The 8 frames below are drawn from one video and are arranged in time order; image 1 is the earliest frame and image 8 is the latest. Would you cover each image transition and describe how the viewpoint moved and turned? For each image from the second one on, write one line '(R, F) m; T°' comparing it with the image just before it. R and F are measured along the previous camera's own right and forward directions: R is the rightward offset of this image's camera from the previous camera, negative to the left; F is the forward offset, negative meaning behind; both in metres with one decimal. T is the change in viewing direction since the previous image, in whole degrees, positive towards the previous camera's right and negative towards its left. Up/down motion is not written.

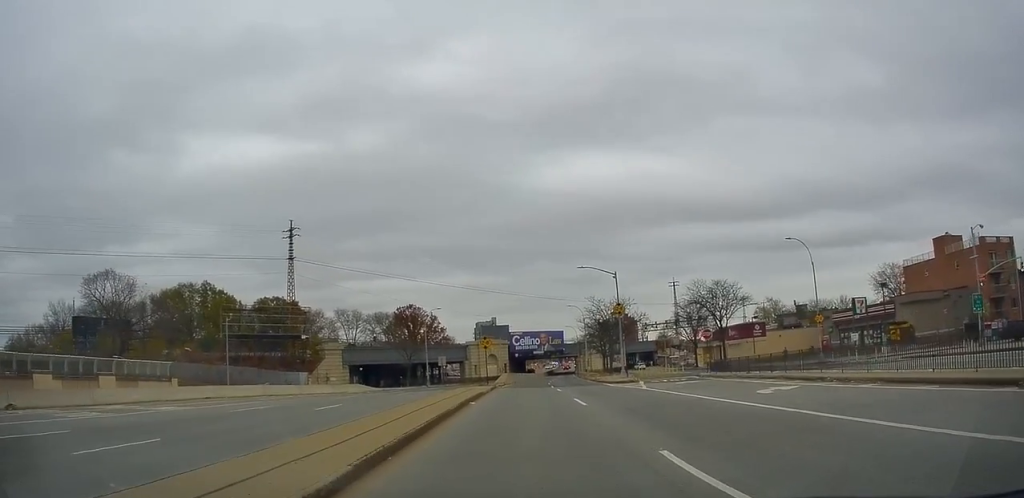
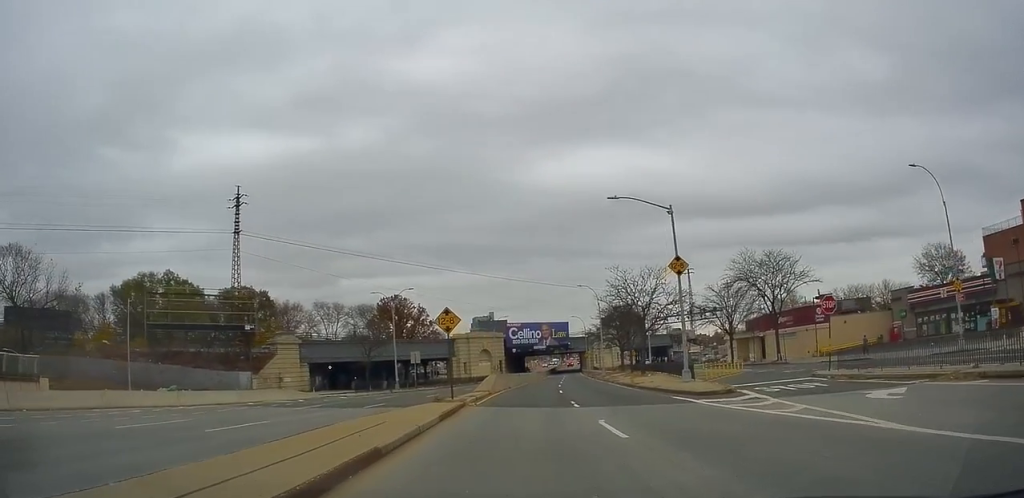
(-0.1, +19.9) m; -1°
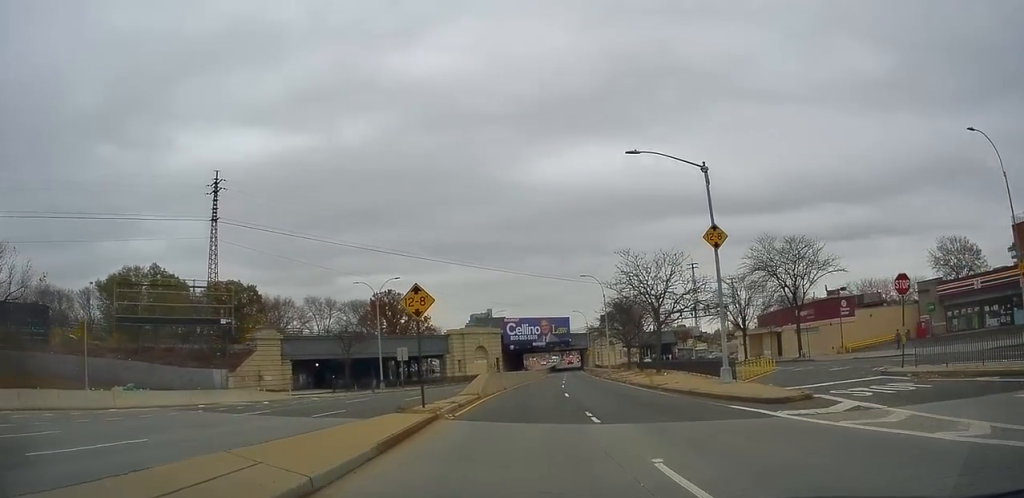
(-0.1, +6.1) m; 0°
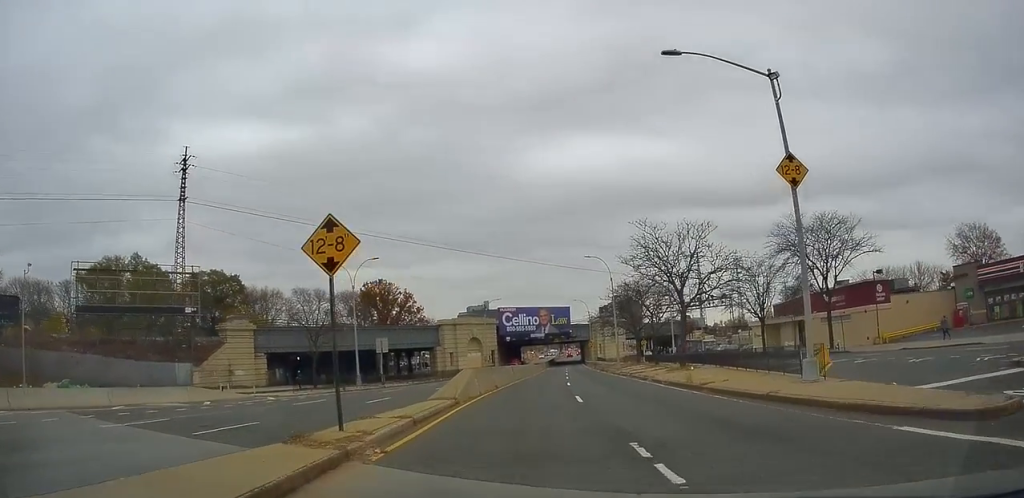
(+0.1, +7.4) m; 0°
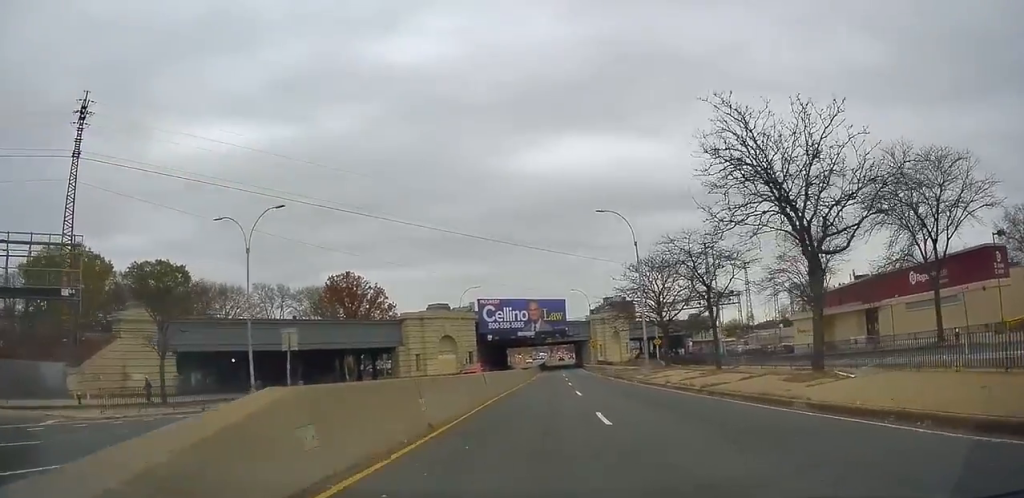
(0.0, +18.0) m; +2°
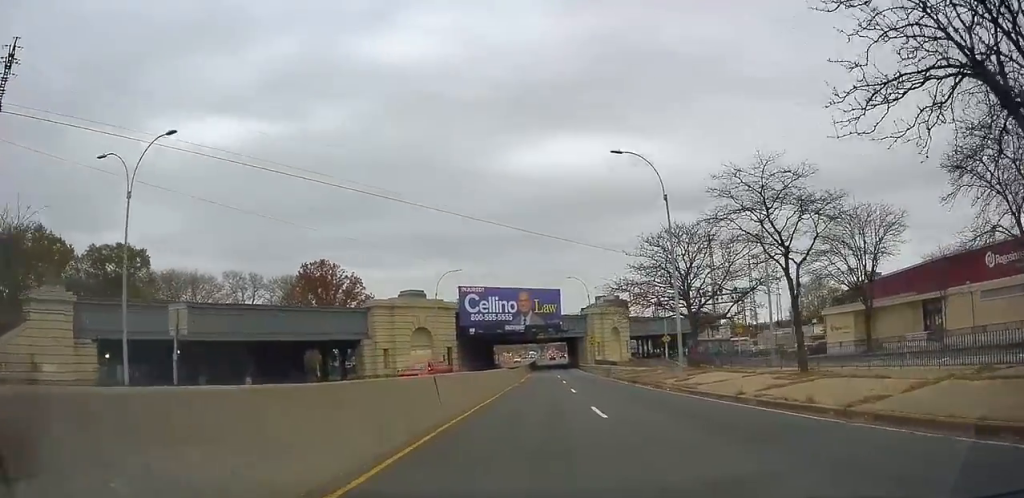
(+0.4, +10.7) m; 0°
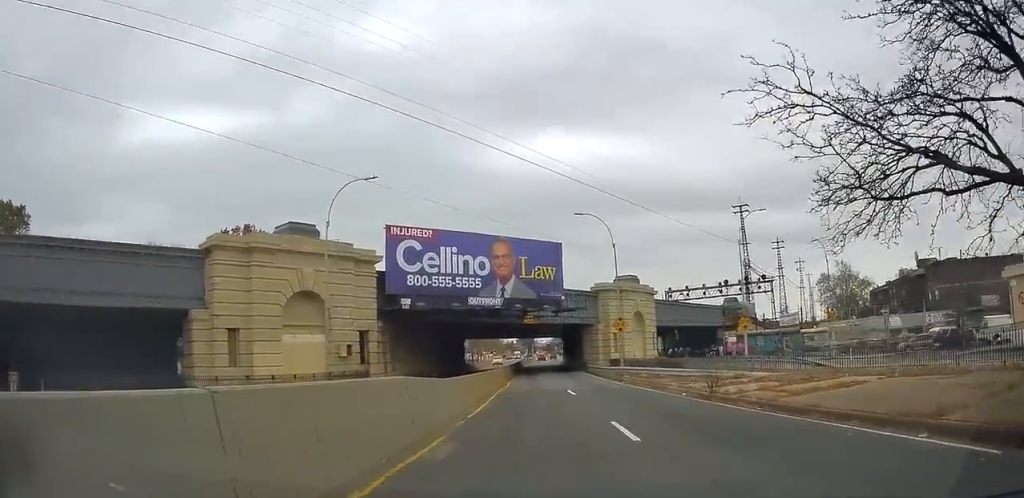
(+0.3, +28.8) m; 0°
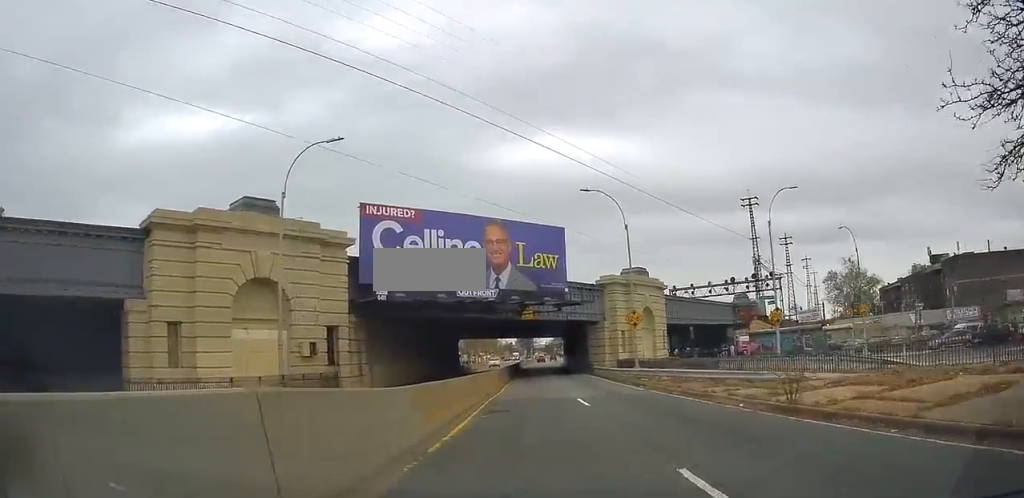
(-0.2, +5.5) m; 0°
